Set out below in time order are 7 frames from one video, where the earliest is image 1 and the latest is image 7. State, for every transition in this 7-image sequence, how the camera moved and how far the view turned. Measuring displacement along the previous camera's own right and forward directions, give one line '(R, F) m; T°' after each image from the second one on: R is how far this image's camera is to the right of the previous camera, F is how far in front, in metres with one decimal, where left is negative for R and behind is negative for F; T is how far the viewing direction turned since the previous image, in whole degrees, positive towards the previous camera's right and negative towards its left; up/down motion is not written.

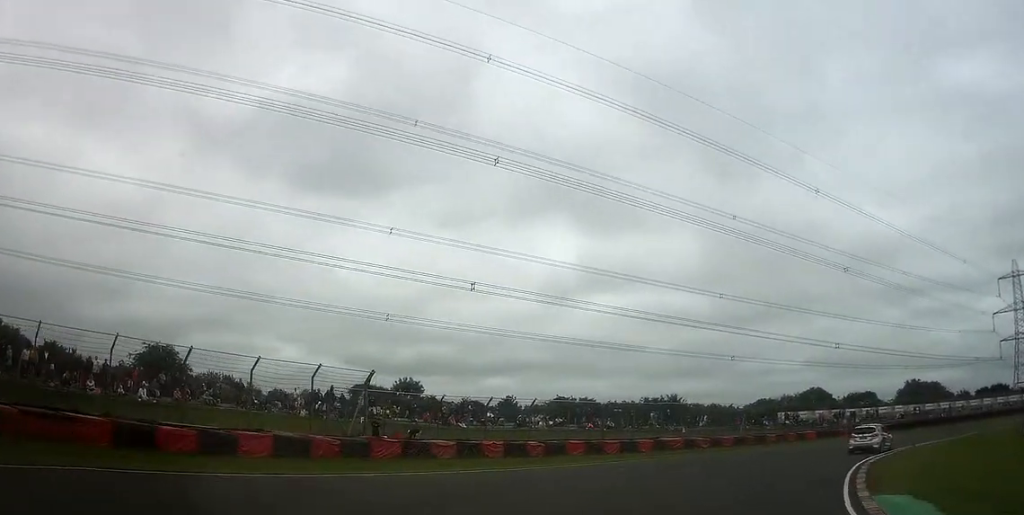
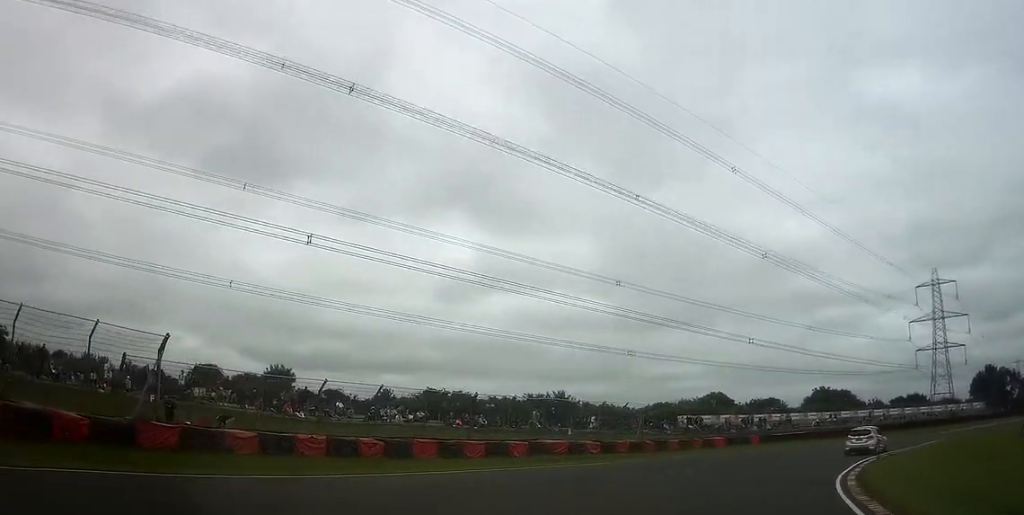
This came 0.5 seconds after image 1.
(+0.3, +9.9) m; +7°
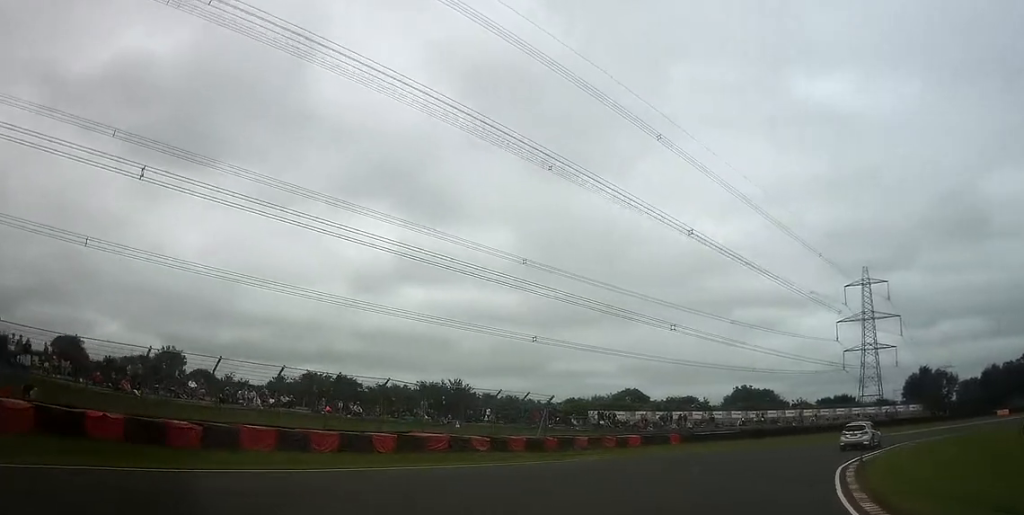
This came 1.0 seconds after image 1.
(+0.8, +8.0) m; +7°
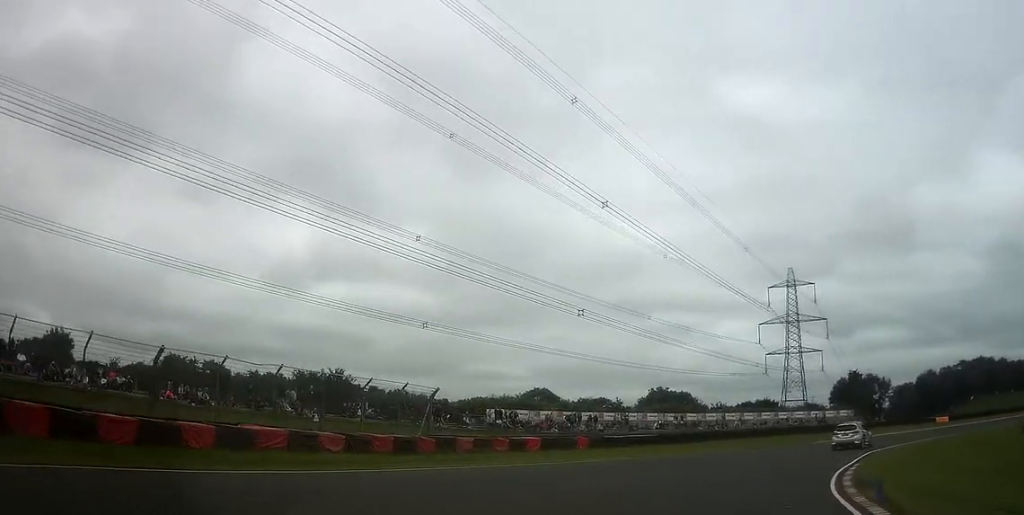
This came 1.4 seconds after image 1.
(+0.1, +8.1) m; +7°
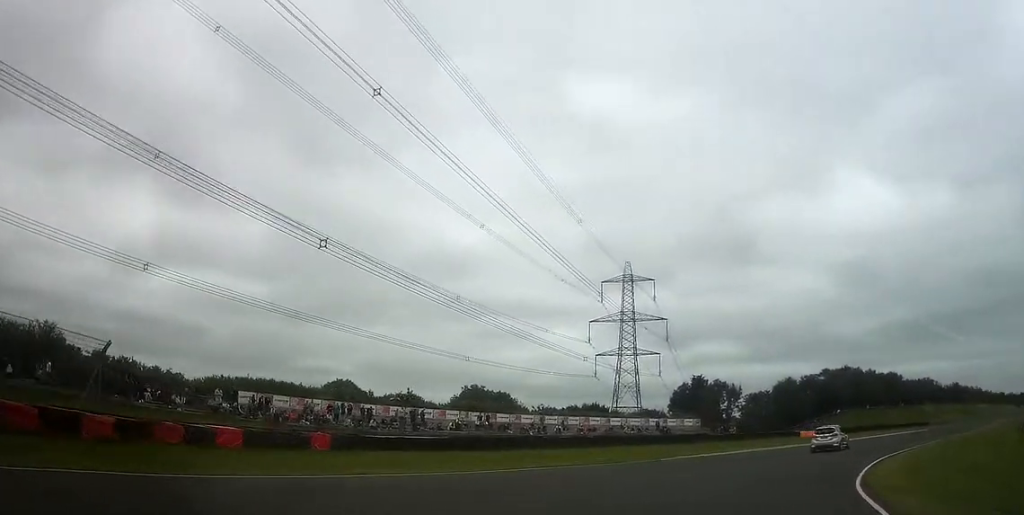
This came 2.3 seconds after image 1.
(+2.5, +15.8) m; +22°
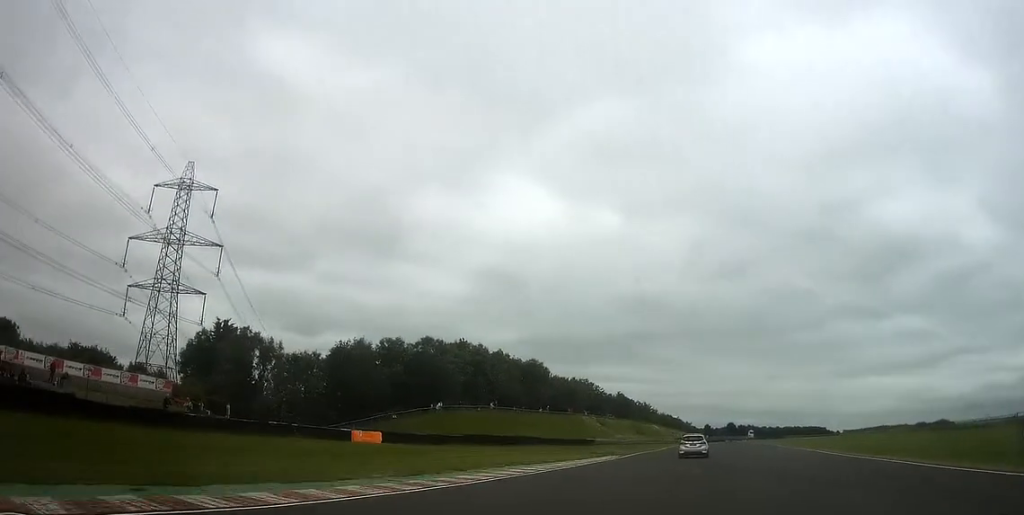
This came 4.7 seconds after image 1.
(+20.9, +38.0) m; +30°
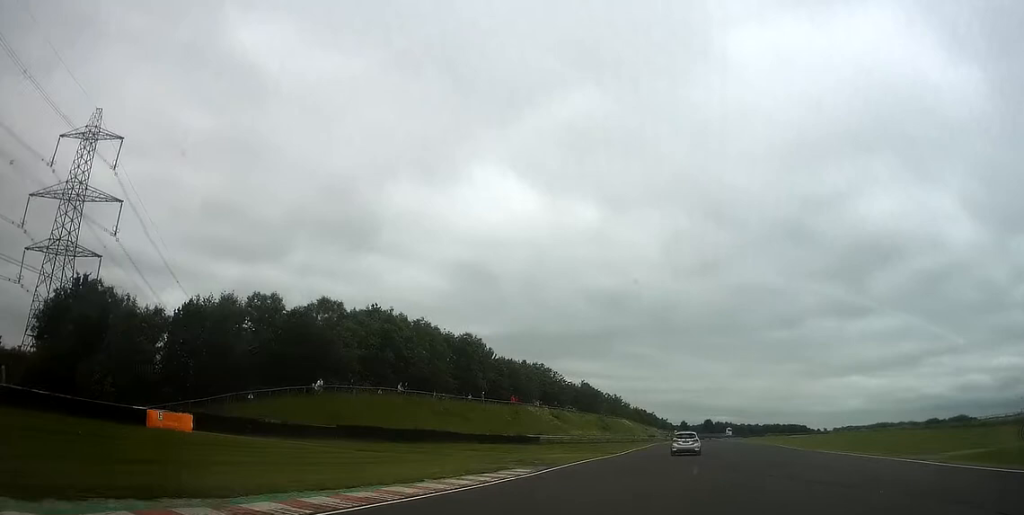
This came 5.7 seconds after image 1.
(-3.3, +18.8) m; -4°
